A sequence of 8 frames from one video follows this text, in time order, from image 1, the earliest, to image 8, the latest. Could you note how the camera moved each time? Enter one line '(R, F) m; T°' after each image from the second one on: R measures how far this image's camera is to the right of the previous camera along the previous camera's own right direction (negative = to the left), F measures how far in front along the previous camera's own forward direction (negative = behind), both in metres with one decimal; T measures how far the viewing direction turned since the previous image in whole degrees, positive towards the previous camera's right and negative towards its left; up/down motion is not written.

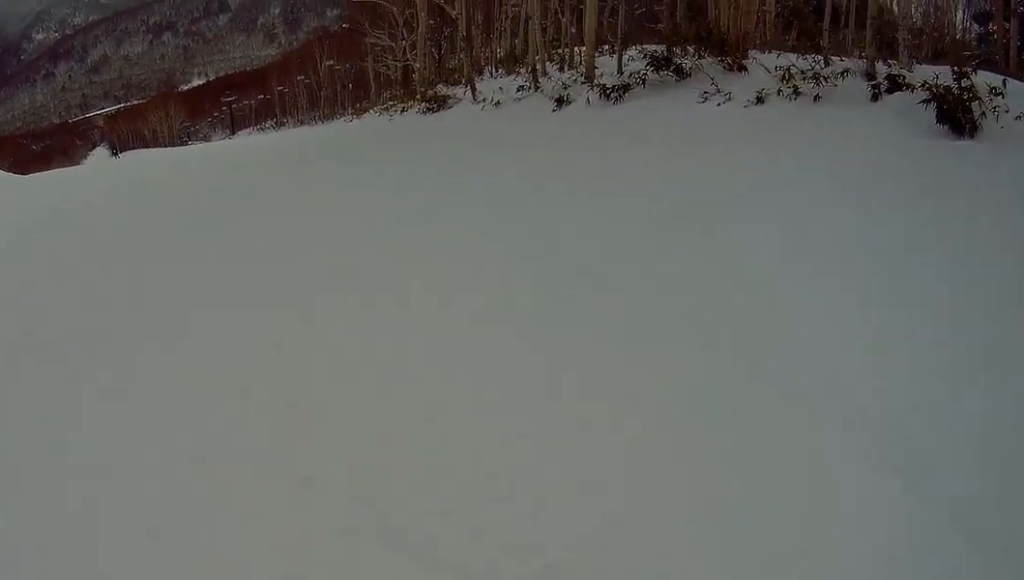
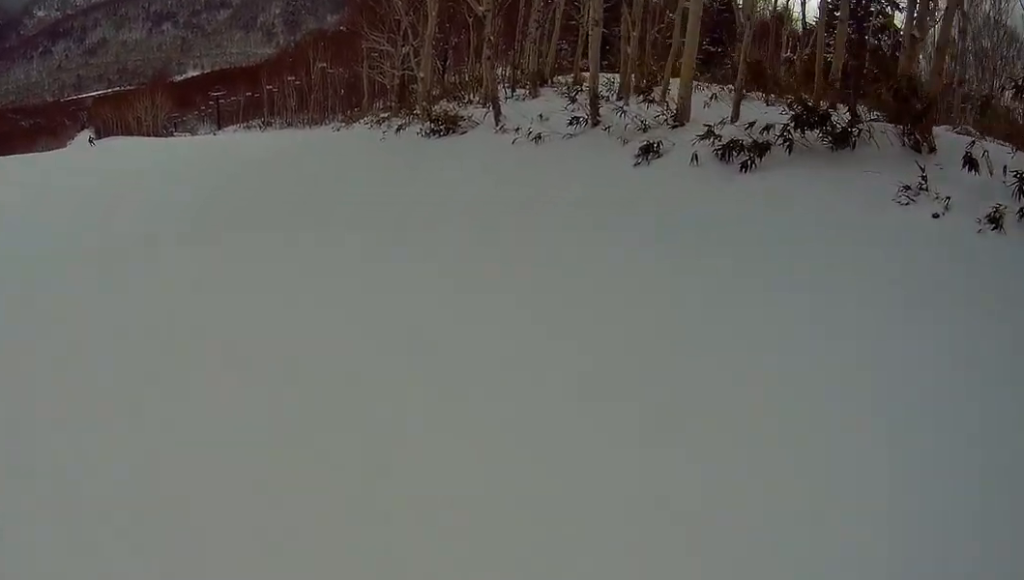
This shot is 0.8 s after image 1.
(-0.8, +4.2) m; +6°
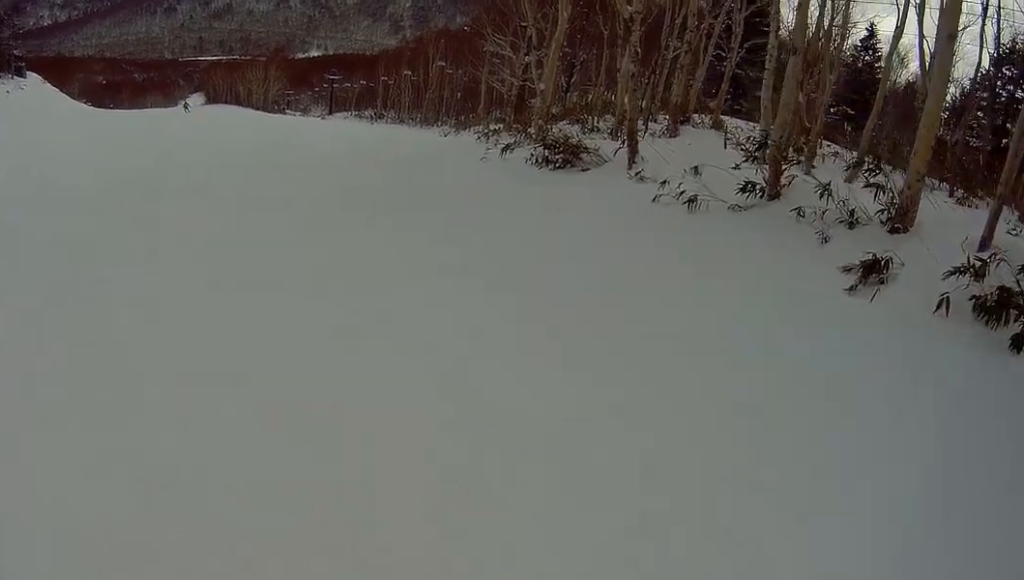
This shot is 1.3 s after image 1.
(+0.8, +3.0) m; +13°
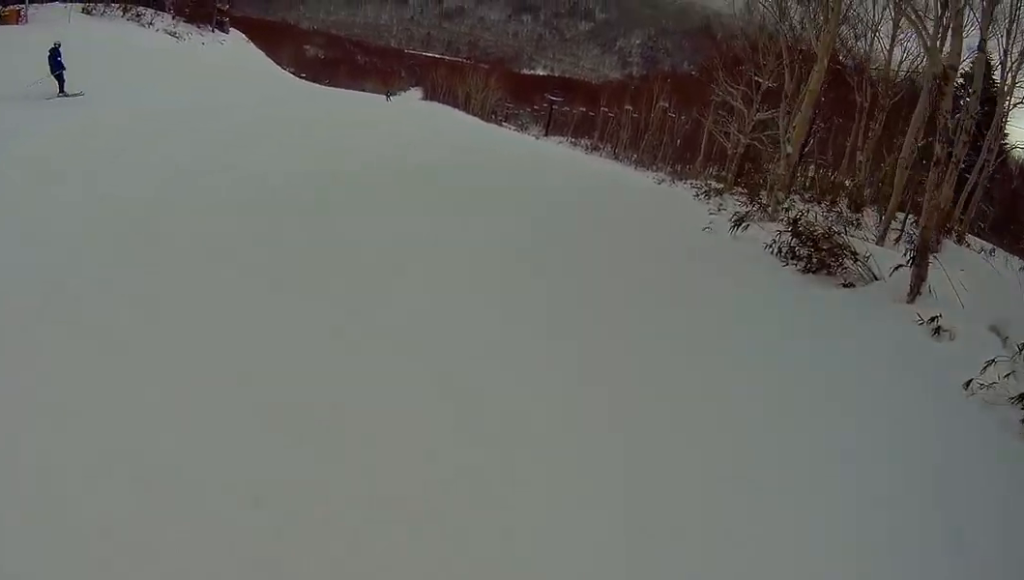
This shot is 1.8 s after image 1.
(+0.3, +3.0) m; +11°
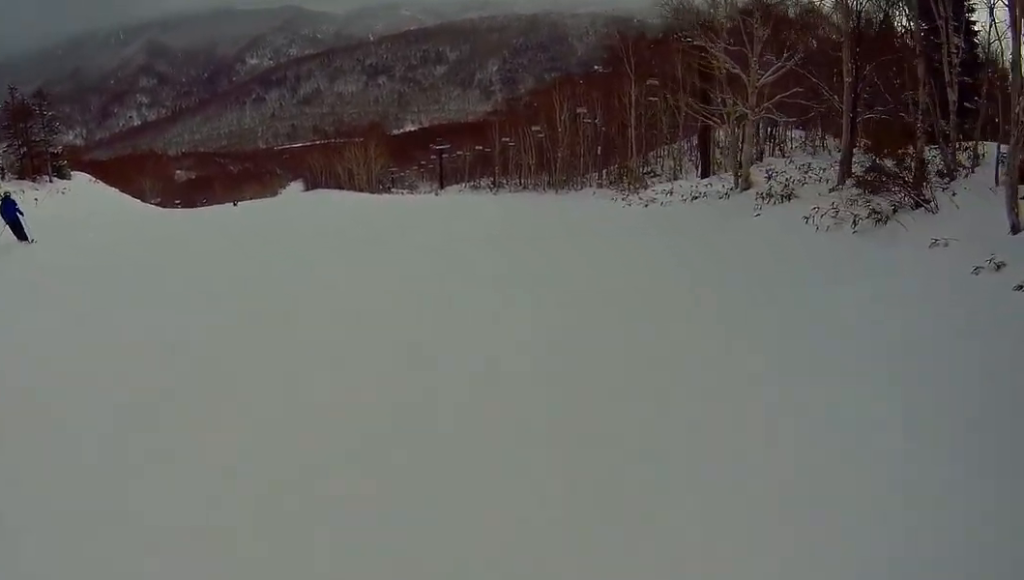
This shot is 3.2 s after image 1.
(0.0, +9.1) m; -9°
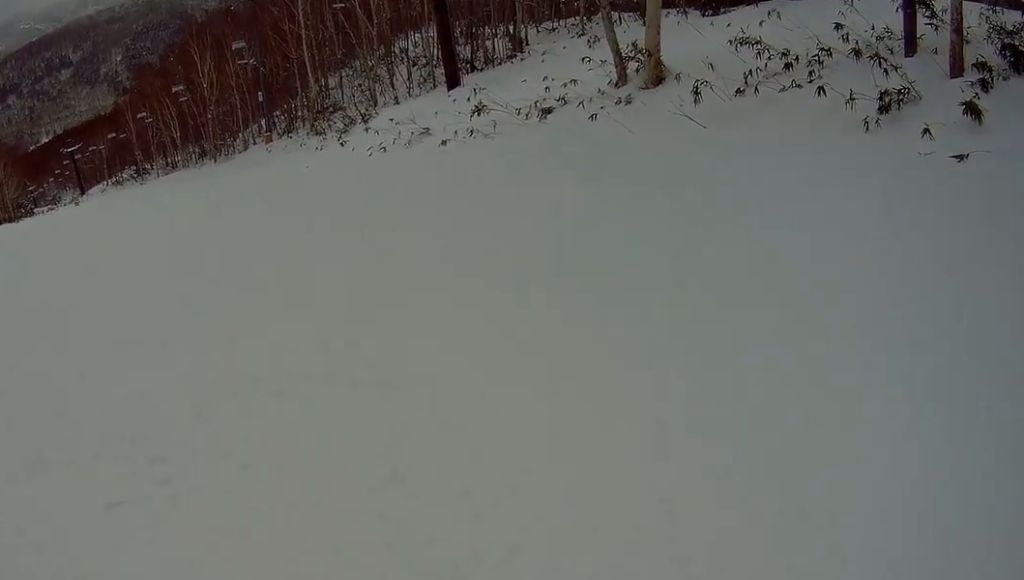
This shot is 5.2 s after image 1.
(+0.1, +12.7) m; +15°
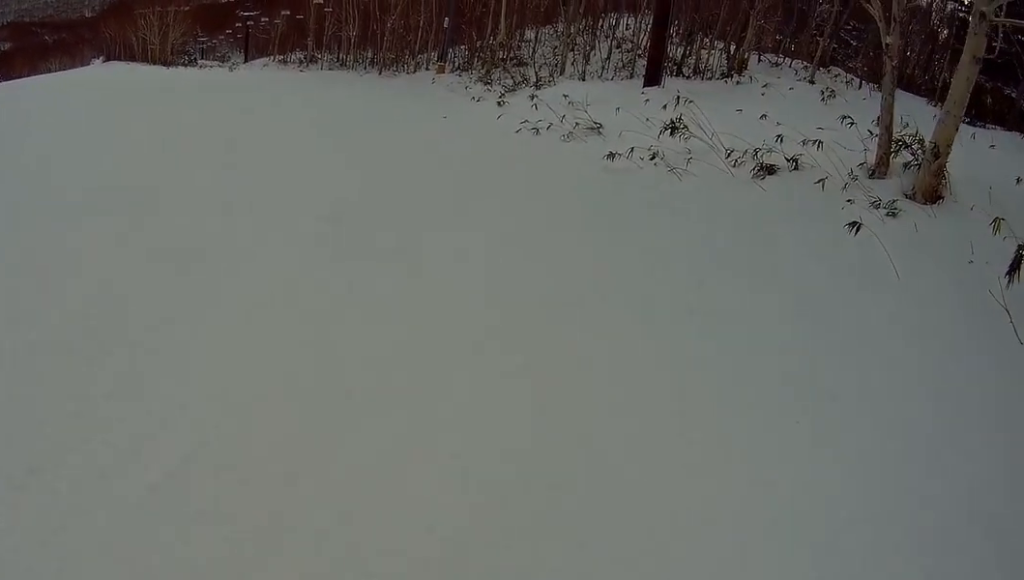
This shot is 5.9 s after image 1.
(+0.4, +4.0) m; +10°
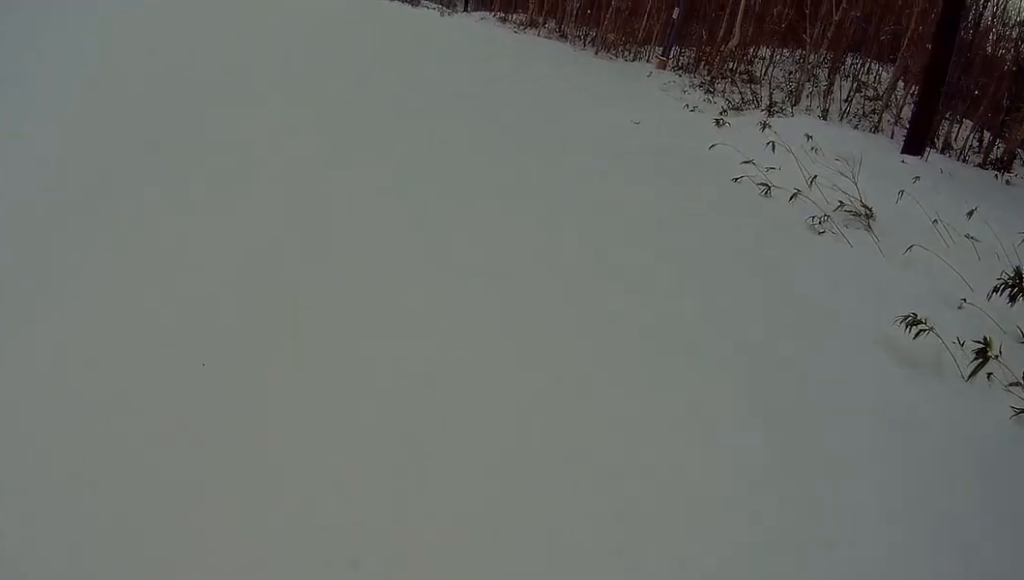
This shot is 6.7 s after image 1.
(+0.2, +4.8) m; +8°
